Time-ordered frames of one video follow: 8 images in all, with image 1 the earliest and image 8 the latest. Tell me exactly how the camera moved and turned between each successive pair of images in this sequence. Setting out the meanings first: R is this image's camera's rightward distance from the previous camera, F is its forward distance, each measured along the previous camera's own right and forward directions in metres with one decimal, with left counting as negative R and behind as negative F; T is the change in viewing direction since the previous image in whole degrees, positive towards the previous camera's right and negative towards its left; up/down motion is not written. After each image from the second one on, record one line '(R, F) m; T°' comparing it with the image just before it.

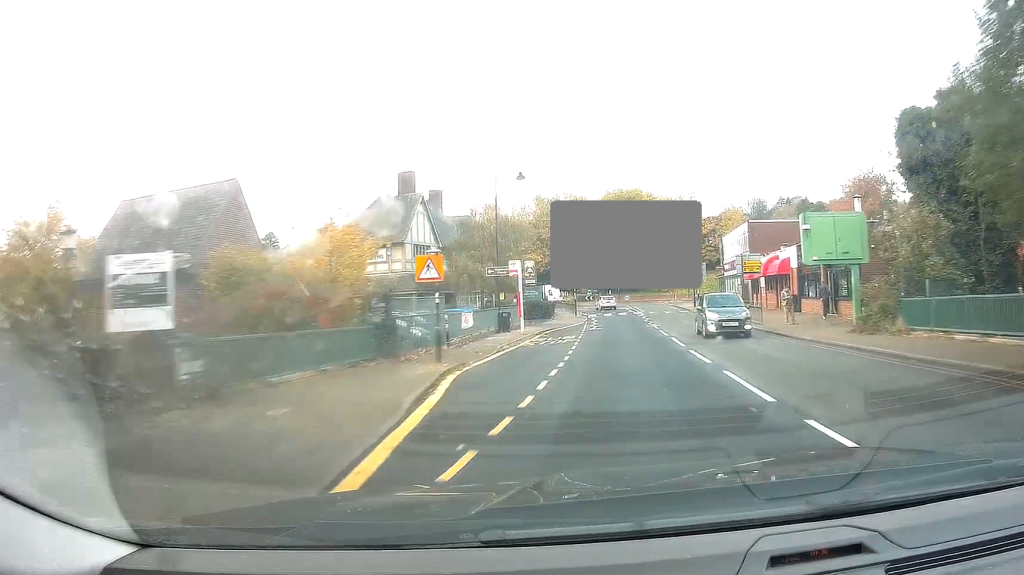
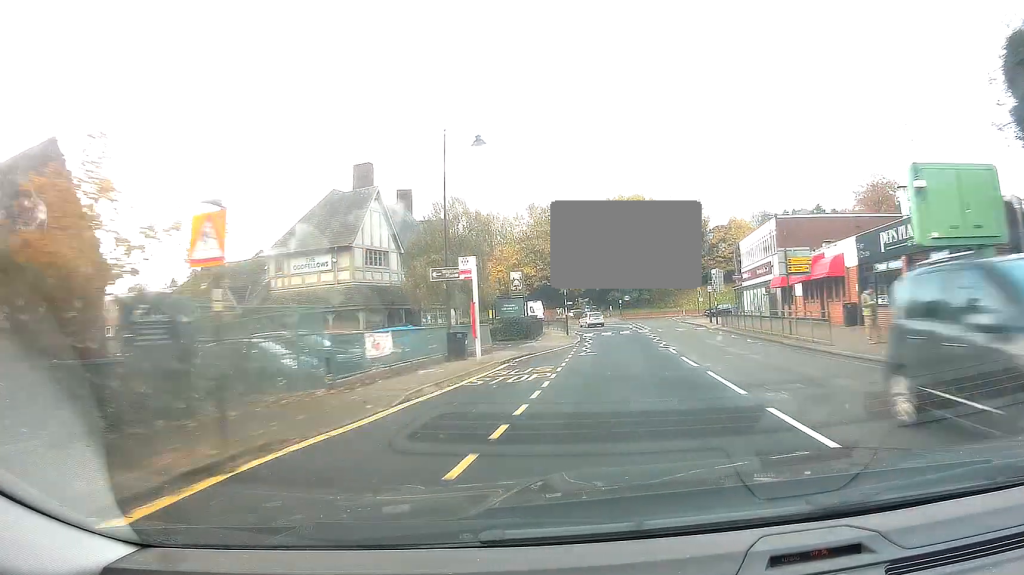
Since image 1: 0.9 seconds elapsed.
(+0.4, +9.2) m; 0°
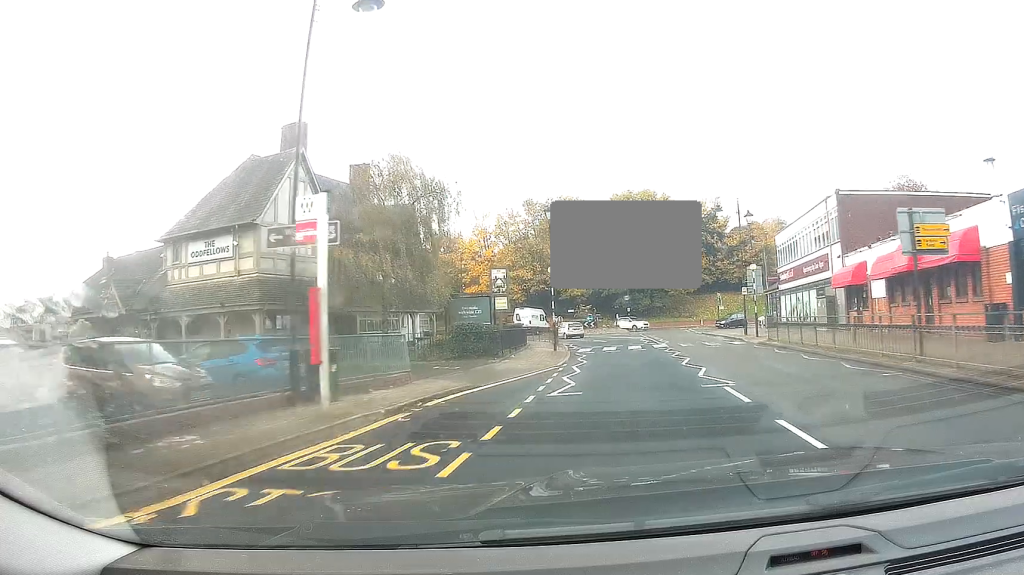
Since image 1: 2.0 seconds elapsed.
(-0.5, +11.0) m; -4°
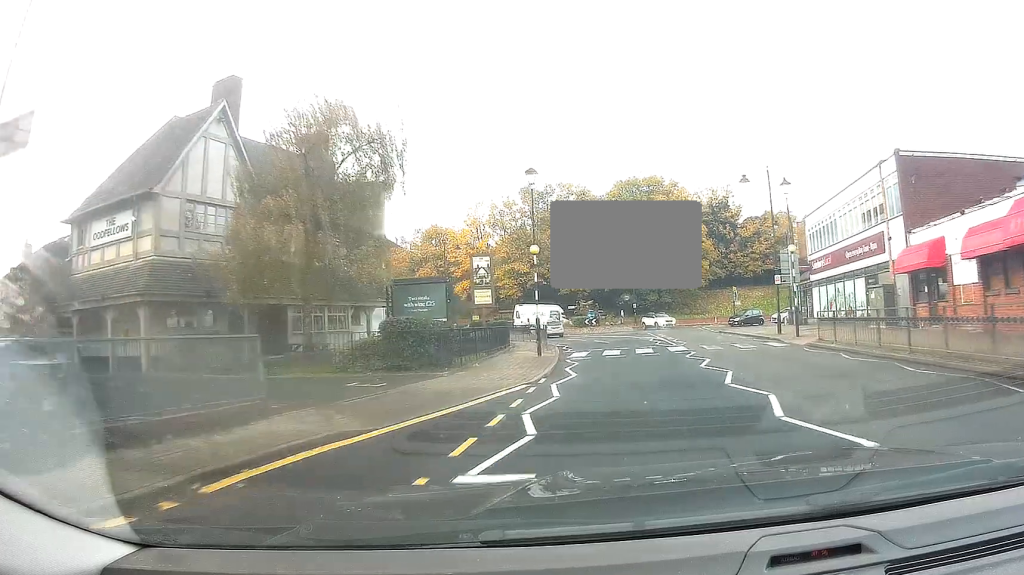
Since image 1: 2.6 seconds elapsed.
(-0.2, +6.9) m; -2°
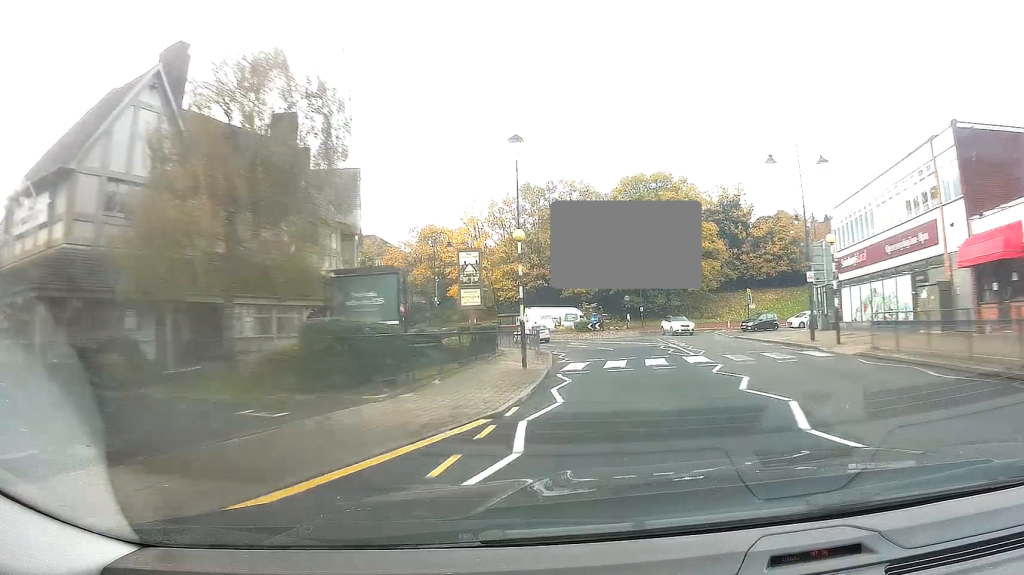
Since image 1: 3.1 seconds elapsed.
(0.0, +4.5) m; -1°
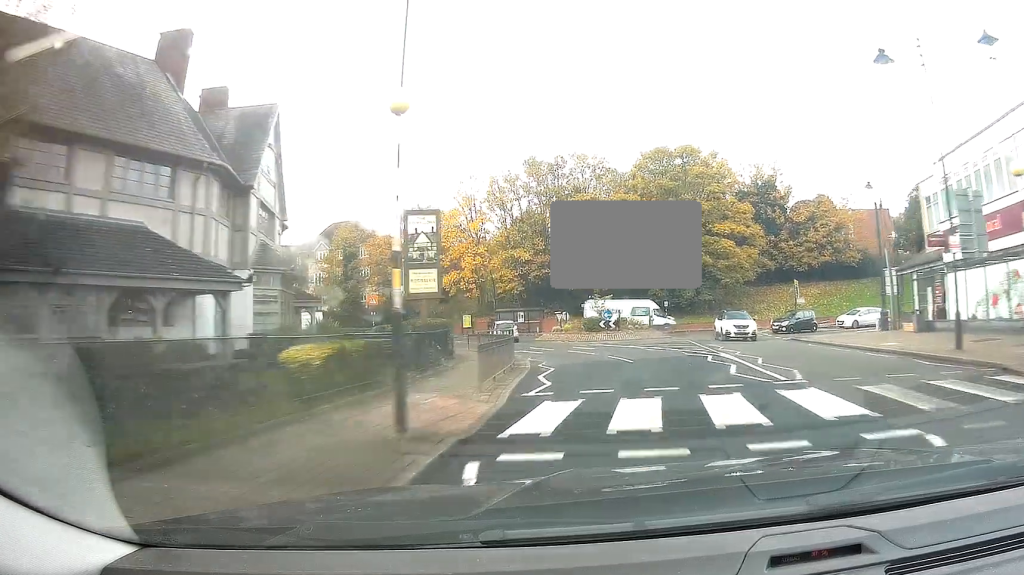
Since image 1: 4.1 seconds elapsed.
(-0.1, +10.7) m; -1°
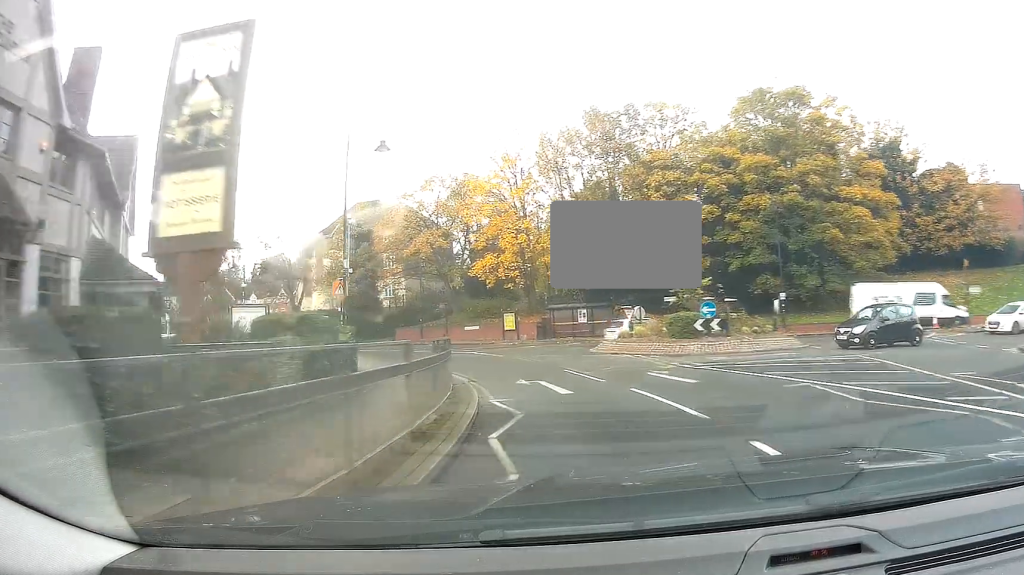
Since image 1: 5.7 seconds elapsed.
(-0.3, +16.3) m; -5°
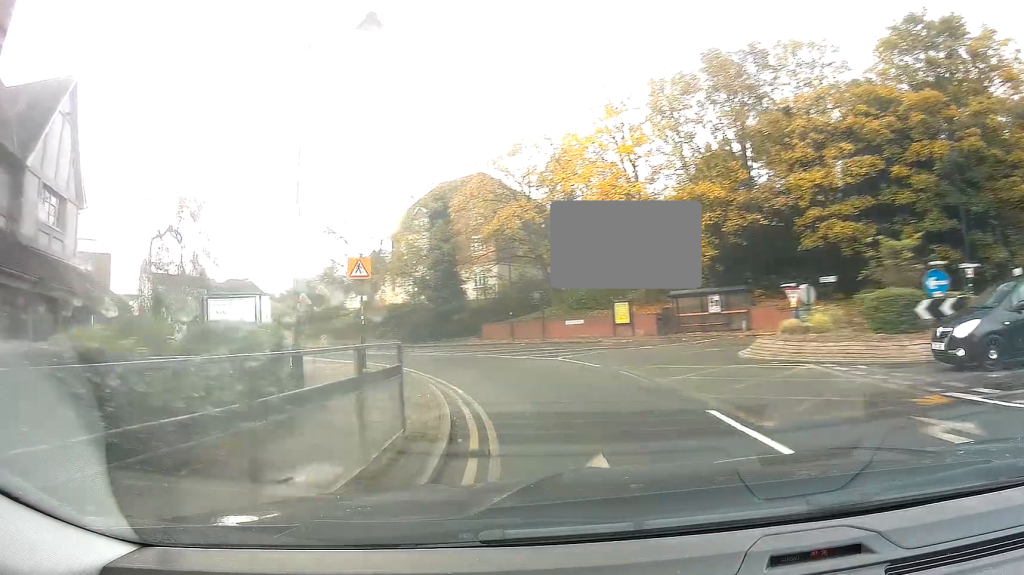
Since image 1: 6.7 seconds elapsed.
(-0.7, +9.7) m; -8°
